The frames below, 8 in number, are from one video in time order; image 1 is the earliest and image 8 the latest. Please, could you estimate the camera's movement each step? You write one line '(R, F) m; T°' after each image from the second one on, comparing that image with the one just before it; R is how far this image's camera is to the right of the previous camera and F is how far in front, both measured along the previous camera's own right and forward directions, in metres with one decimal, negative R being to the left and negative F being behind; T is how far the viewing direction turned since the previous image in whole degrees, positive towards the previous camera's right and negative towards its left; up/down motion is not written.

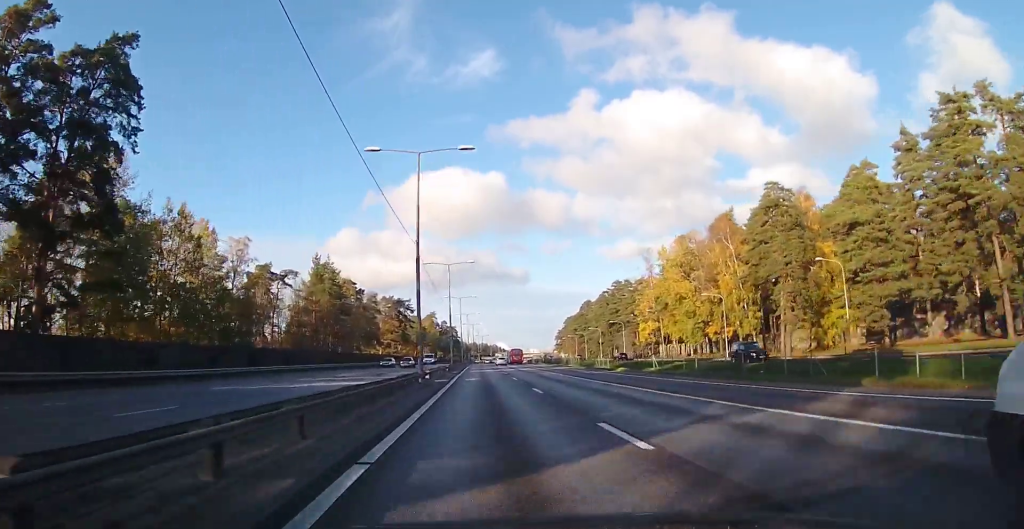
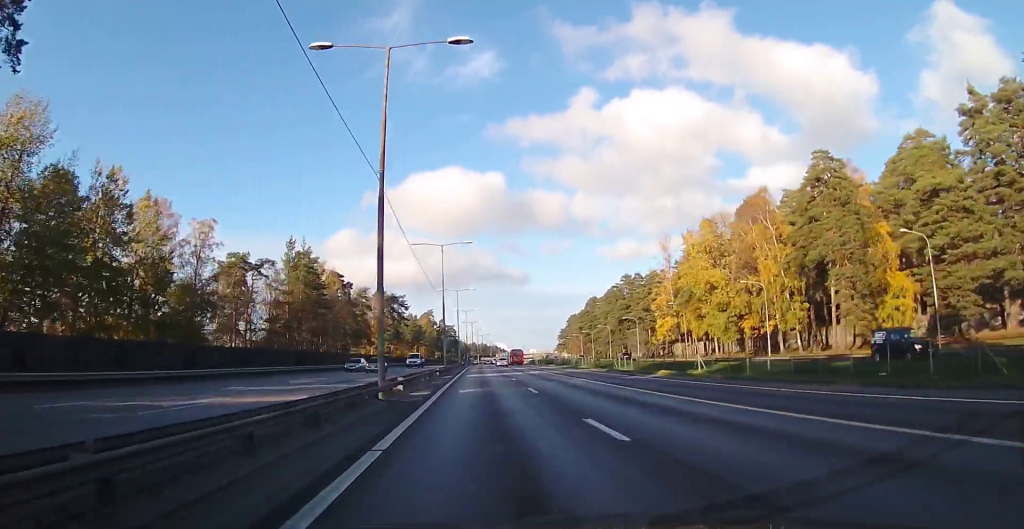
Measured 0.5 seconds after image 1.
(+0.1, +10.9) m; 0°
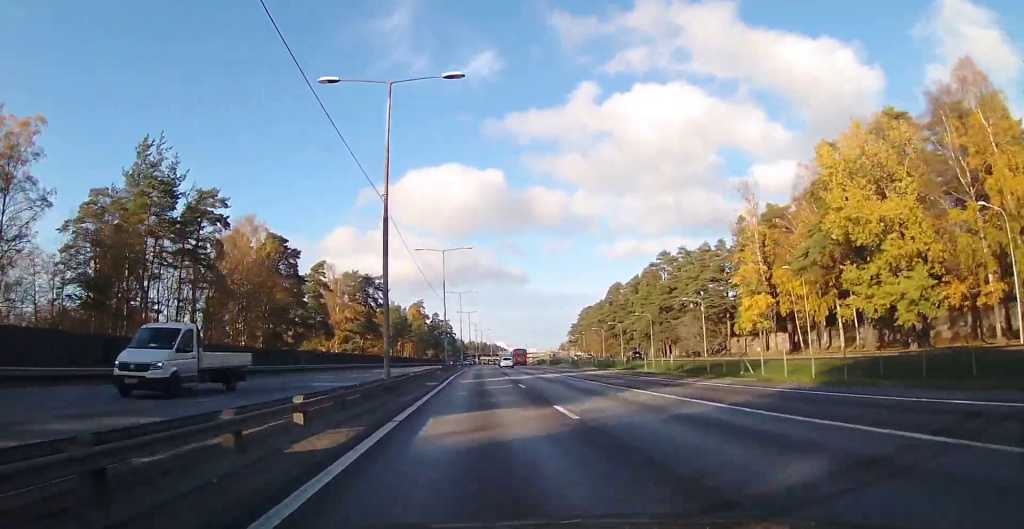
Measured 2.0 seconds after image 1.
(-0.4, +32.9) m; -1°
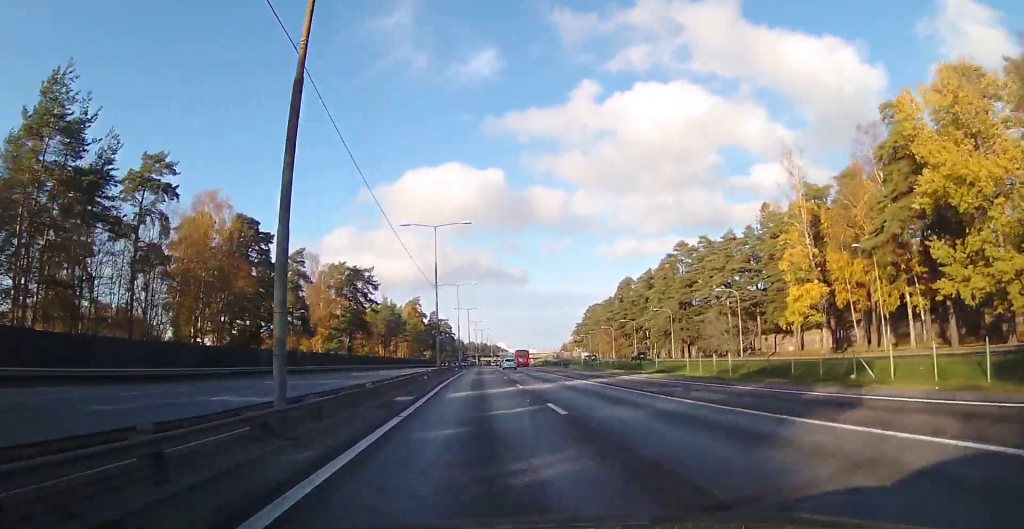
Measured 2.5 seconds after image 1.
(+0.1, +11.0) m; +1°
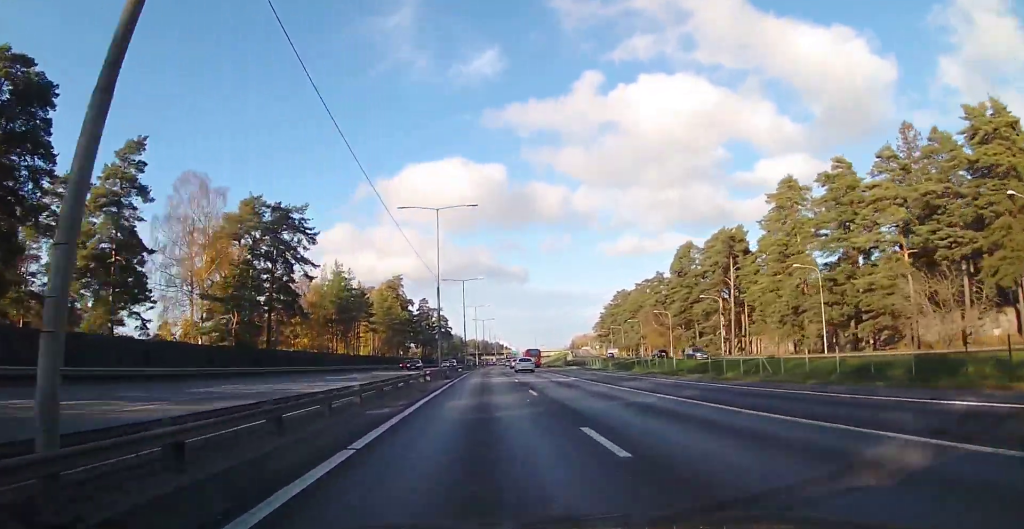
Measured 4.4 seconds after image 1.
(+0.6, +41.6) m; +1°
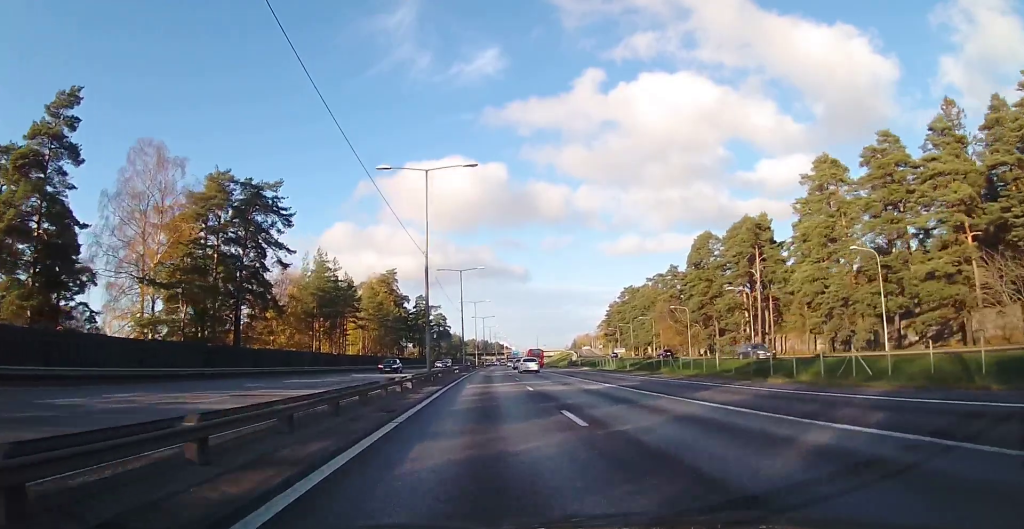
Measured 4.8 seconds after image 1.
(0.0, +8.7) m; 0°
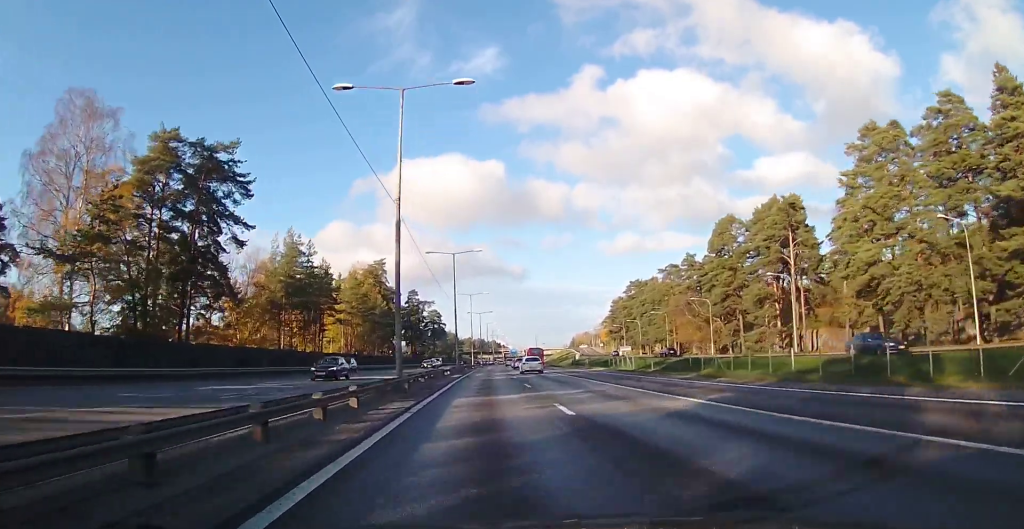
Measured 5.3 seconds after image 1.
(0.0, +10.2) m; 0°
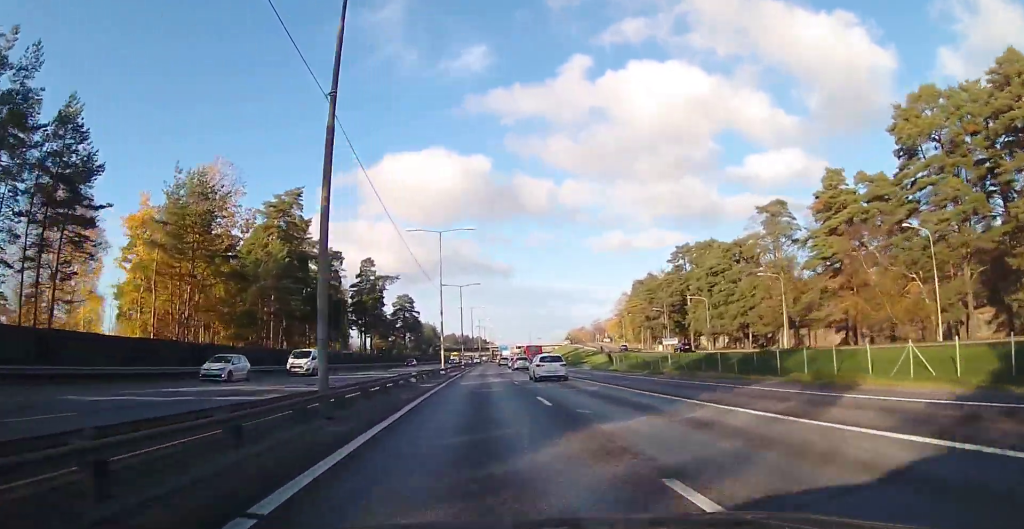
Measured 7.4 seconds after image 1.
(+0.6, +46.0) m; +1°
